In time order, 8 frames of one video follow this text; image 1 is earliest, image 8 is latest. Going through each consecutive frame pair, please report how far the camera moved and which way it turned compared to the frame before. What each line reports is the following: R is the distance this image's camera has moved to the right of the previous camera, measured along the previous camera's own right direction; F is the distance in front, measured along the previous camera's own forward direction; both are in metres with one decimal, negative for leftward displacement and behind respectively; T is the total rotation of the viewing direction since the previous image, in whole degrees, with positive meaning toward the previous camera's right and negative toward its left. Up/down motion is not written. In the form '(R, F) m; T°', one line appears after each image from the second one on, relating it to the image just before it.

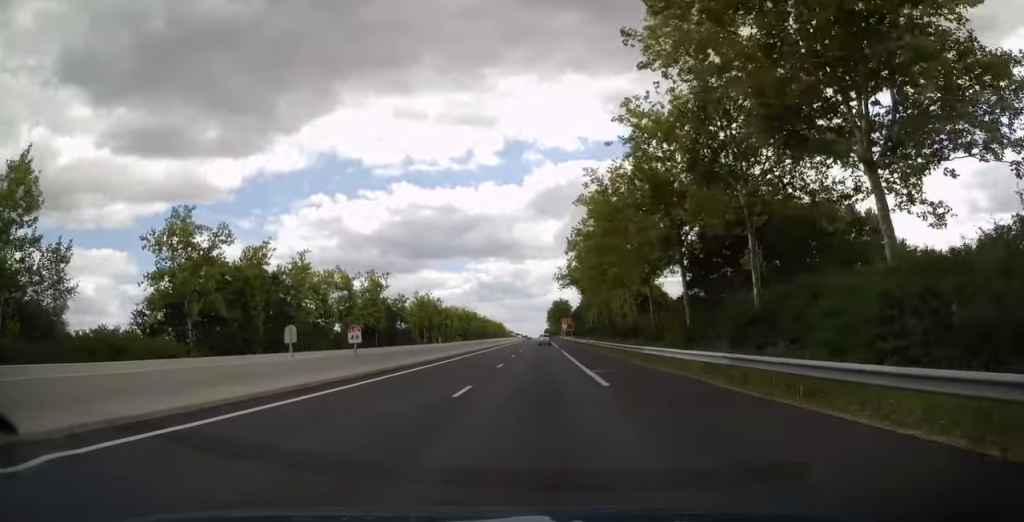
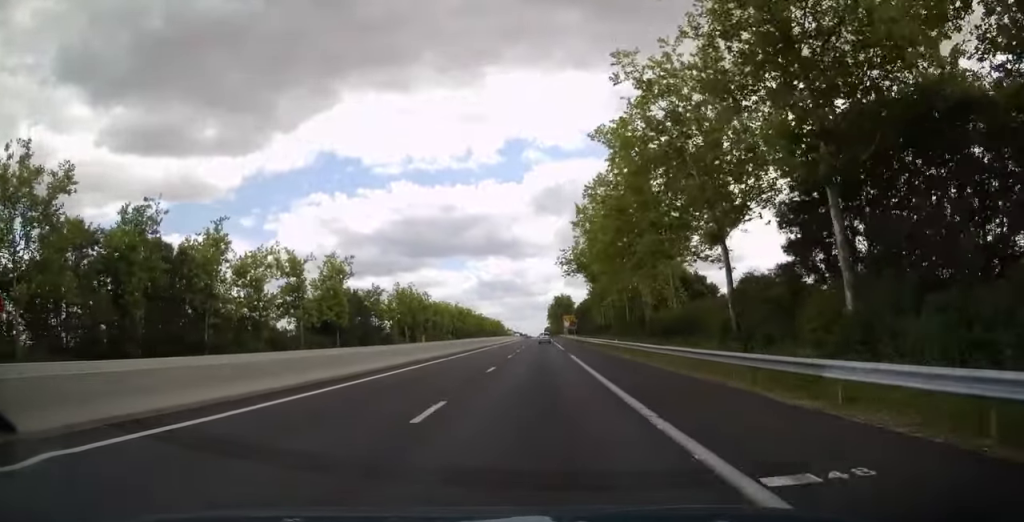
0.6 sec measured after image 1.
(0.0, +17.5) m; 0°
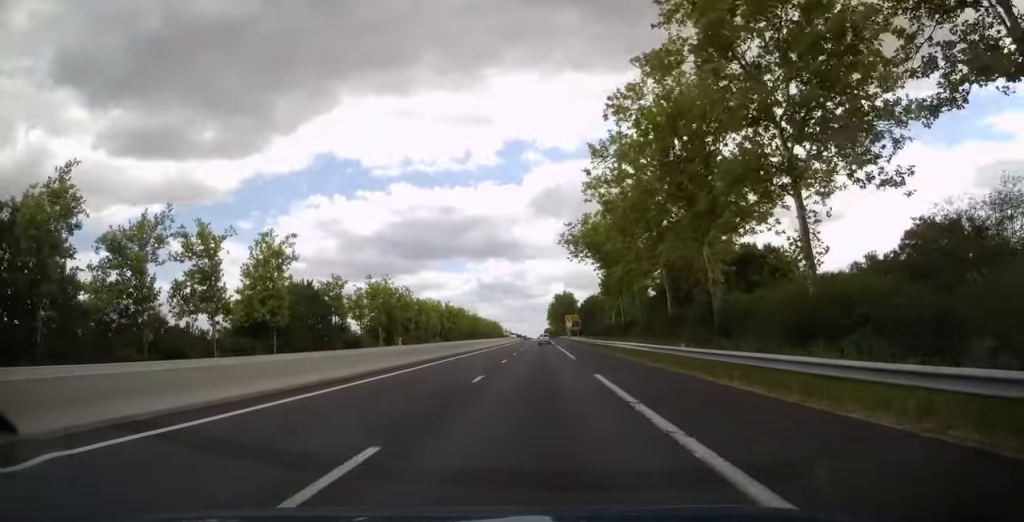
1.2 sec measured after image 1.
(0.0, +18.1) m; 0°
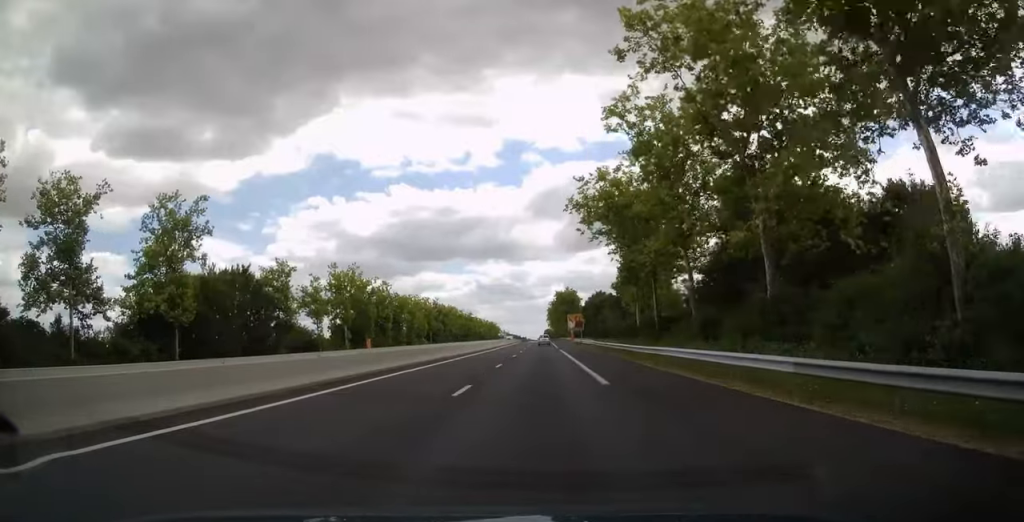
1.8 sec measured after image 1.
(0.0, +16.6) m; 0°
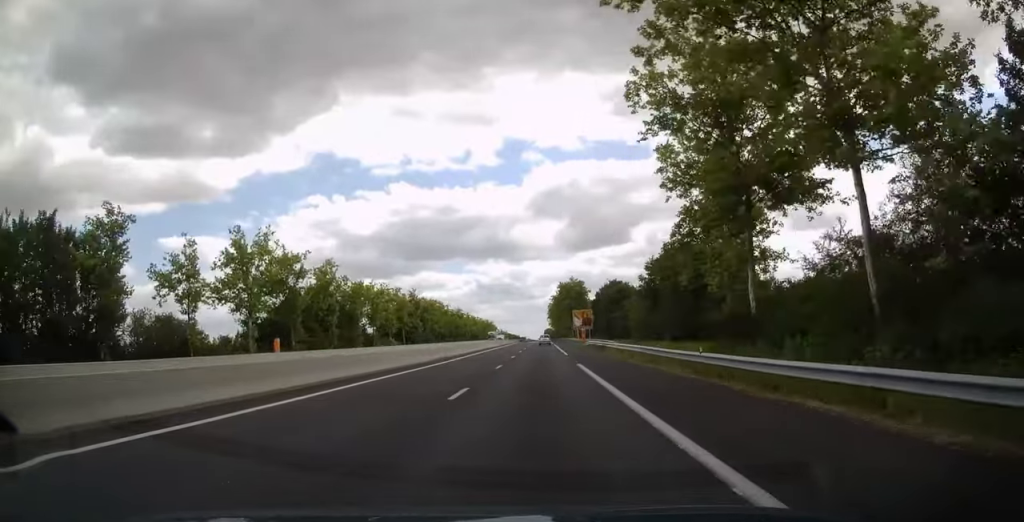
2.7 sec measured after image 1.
(0.0, +26.9) m; 0°
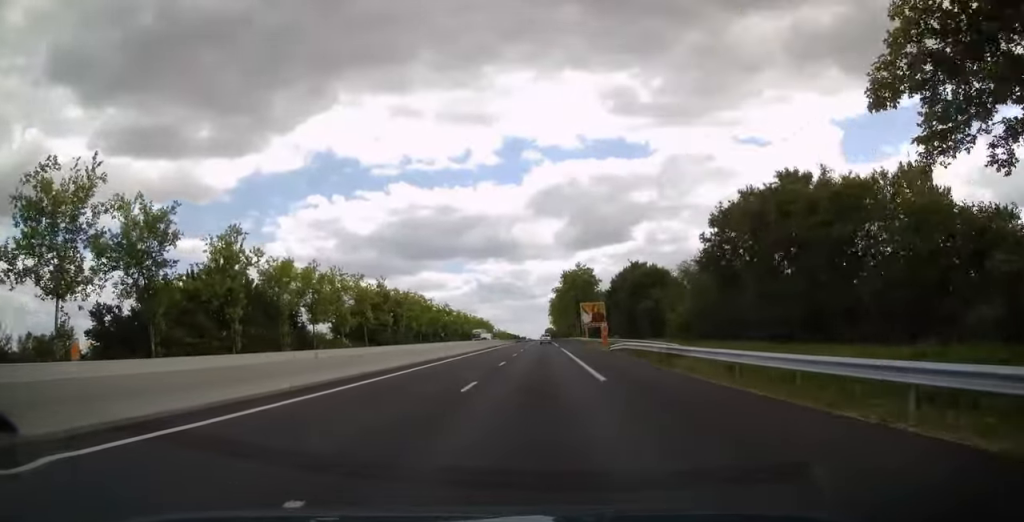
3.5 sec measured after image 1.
(0.0, +24.4) m; 0°
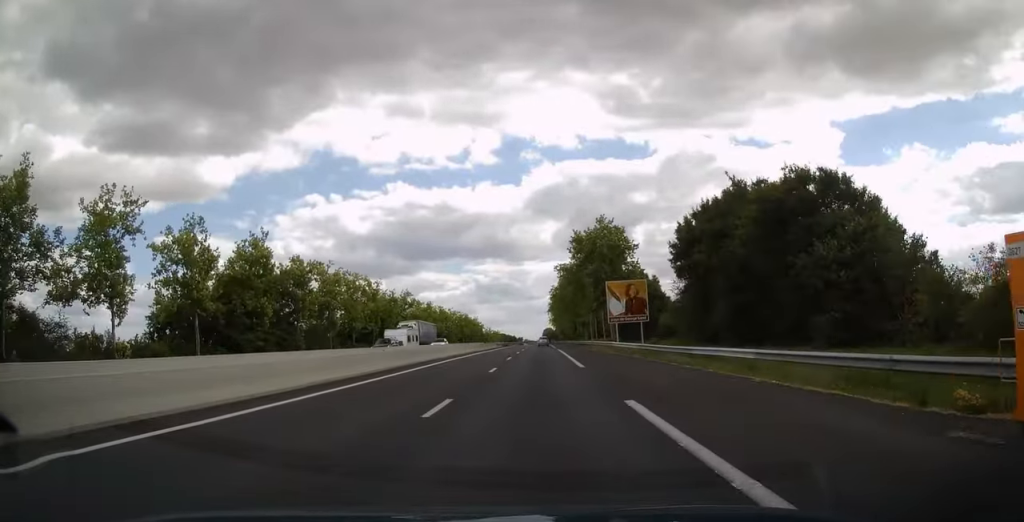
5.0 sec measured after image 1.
(0.0, +43.9) m; 0°
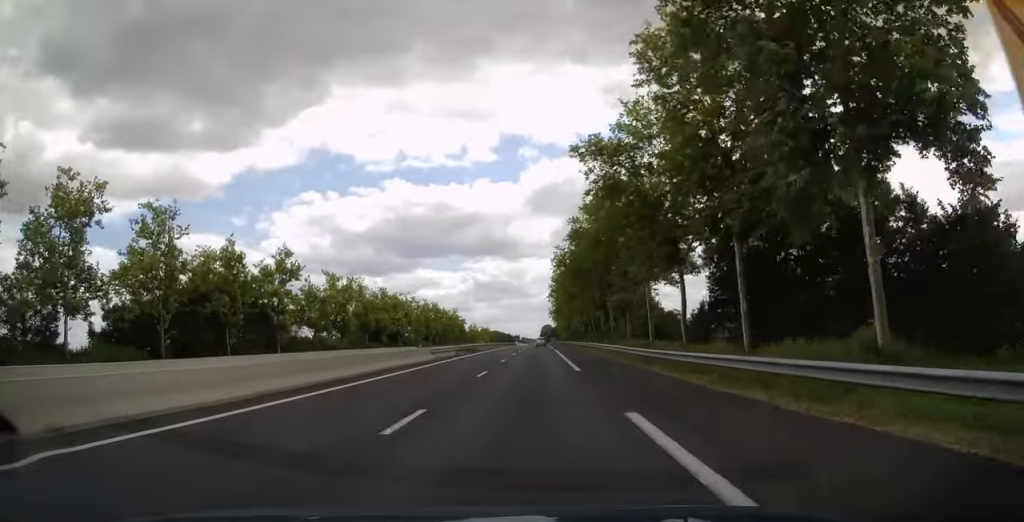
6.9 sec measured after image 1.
(+0.2, +54.2) m; 0°
